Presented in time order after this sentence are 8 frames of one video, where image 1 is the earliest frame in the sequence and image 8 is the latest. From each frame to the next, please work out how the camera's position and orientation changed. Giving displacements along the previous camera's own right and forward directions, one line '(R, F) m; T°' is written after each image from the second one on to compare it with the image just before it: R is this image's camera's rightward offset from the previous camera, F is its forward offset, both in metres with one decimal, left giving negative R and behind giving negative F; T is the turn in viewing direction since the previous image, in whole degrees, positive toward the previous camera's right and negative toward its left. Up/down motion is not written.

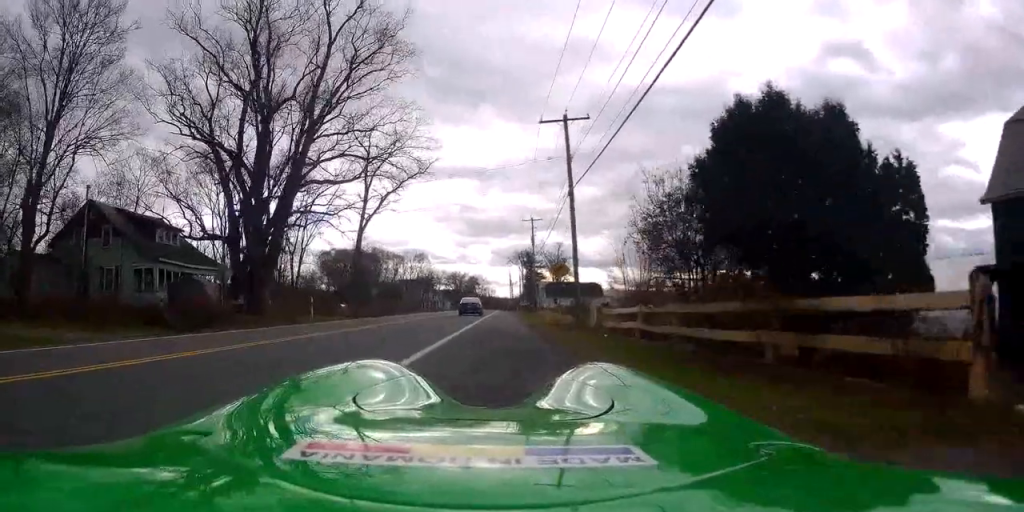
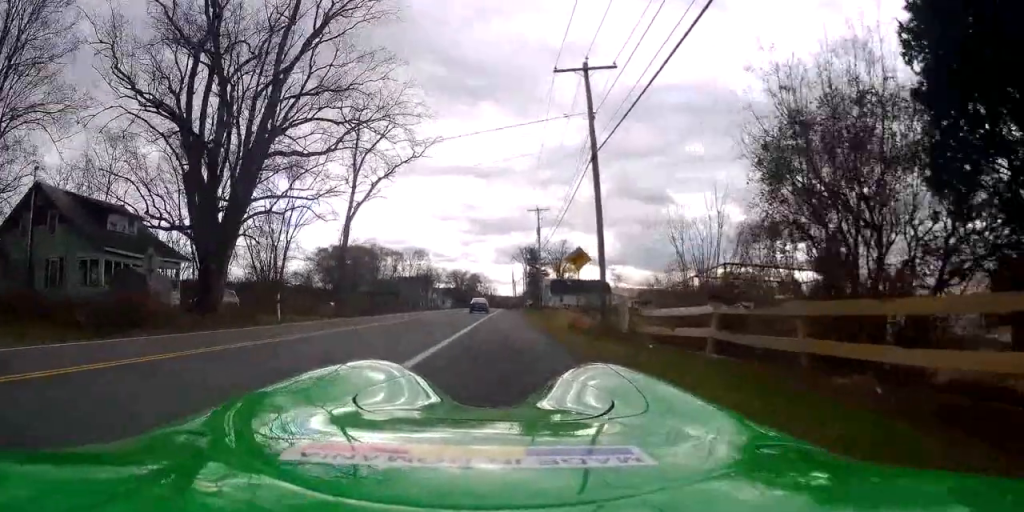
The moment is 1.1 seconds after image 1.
(-0.1, +6.4) m; -1°
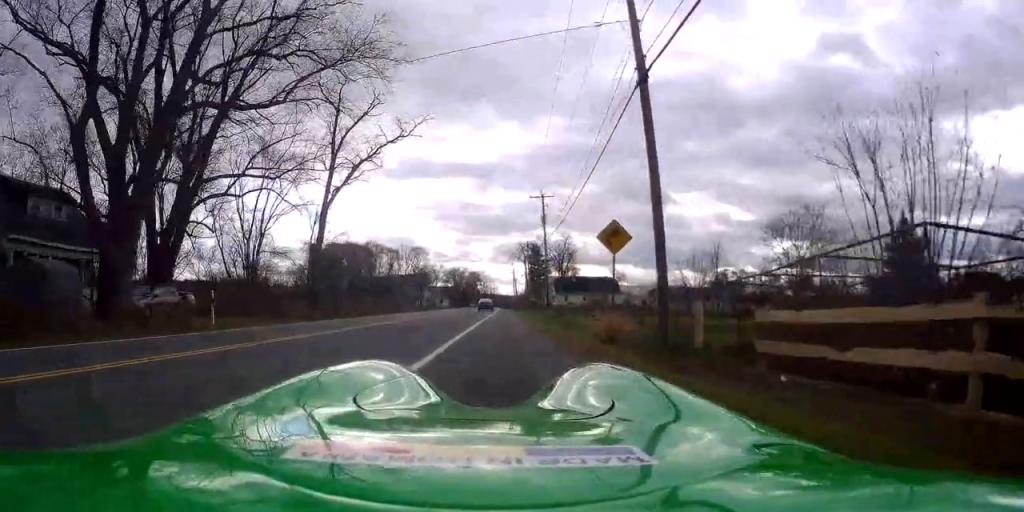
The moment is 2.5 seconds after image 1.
(0.0, +7.7) m; 0°
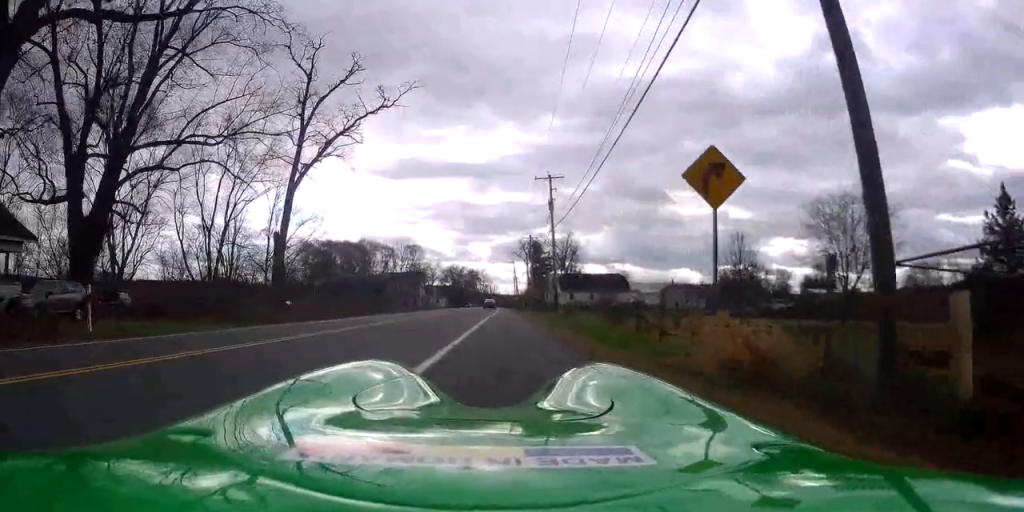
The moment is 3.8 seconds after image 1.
(0.0, +8.0) m; +2°
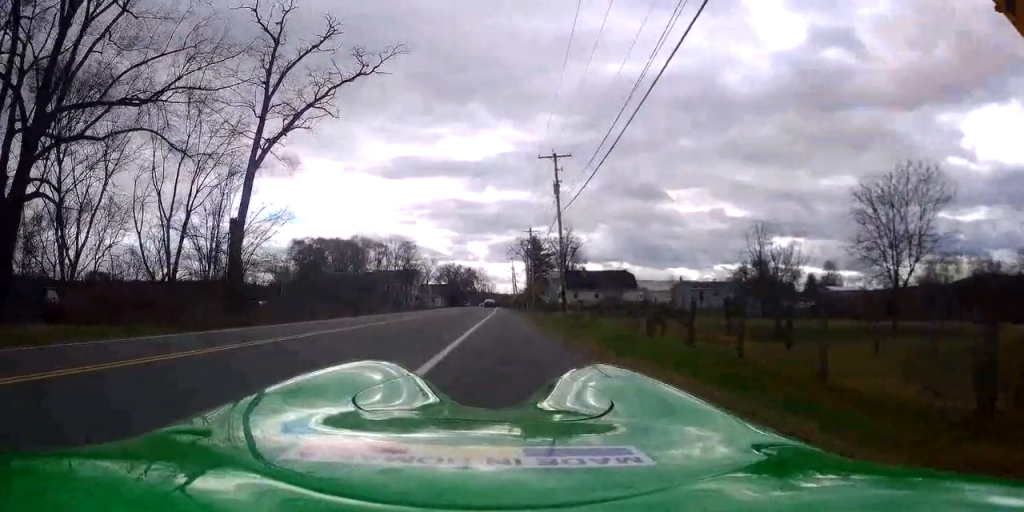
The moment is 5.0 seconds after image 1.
(+0.3, +6.7) m; 0°
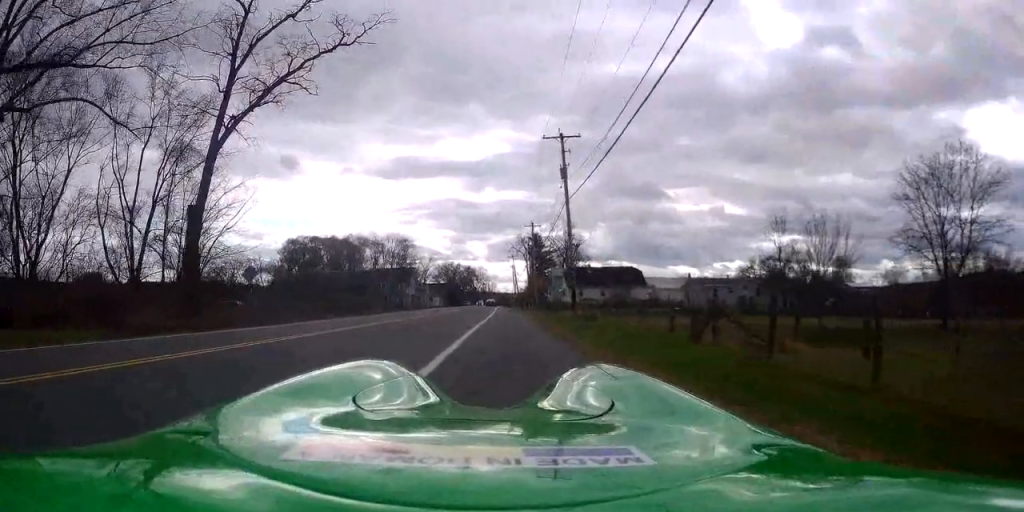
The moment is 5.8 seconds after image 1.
(-0.2, +5.1) m; -4°
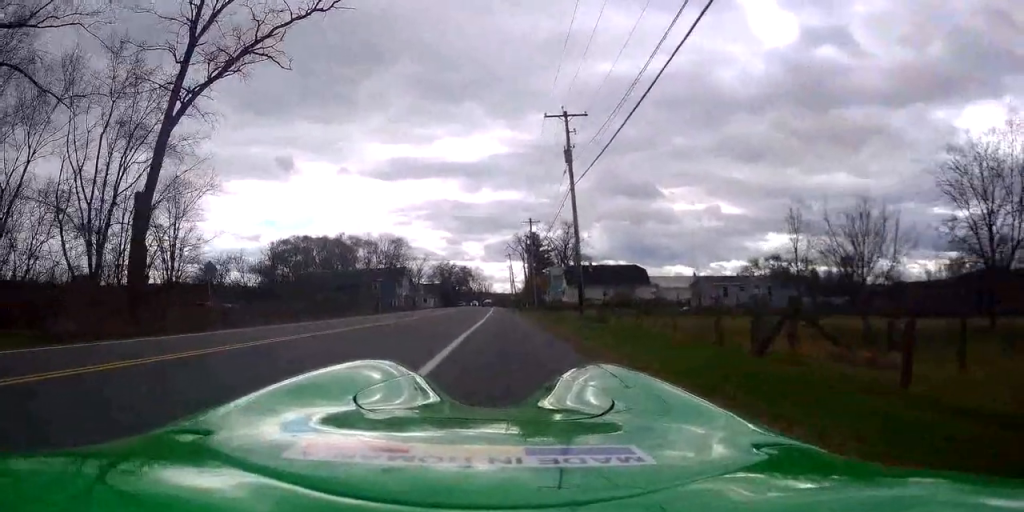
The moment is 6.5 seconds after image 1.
(-0.2, +4.3) m; -2°
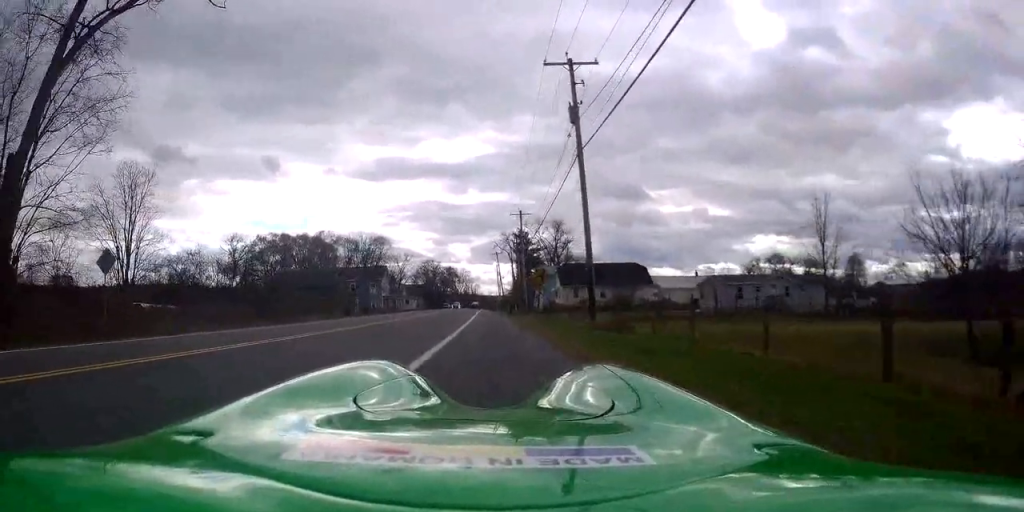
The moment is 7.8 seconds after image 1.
(+0.3, +7.6) m; +3°
